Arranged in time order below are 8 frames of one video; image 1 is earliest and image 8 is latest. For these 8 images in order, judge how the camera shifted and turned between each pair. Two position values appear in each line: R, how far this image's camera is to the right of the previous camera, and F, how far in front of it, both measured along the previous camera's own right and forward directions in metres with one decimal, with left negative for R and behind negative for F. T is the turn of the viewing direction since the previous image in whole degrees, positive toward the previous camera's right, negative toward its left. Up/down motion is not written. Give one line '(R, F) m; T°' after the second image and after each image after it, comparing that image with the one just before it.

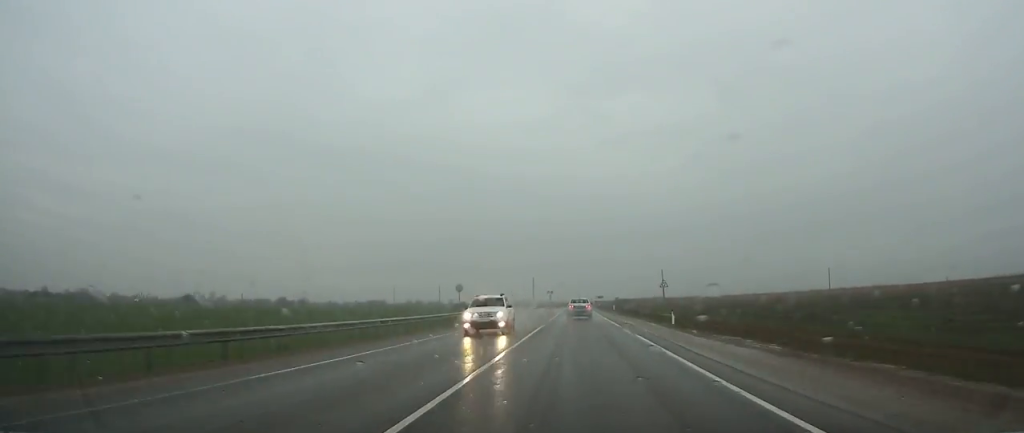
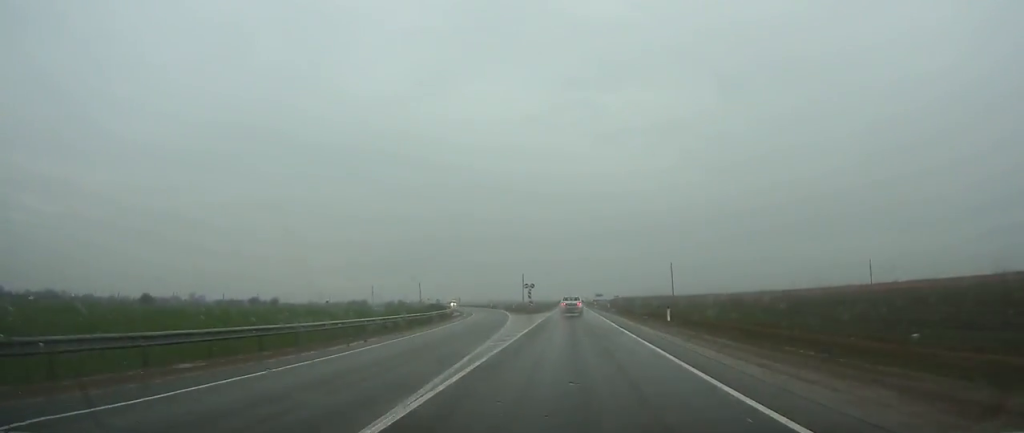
(+0.3, +49.7) m; +1°
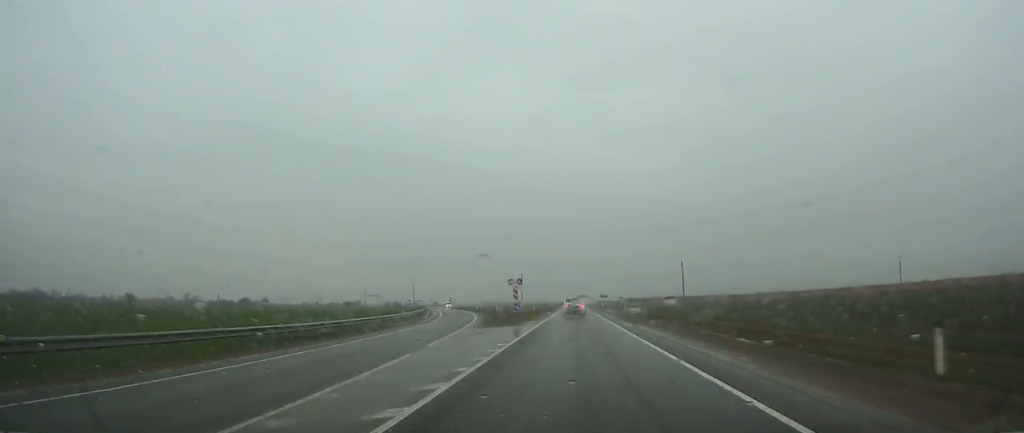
(0.0, +23.3) m; 0°
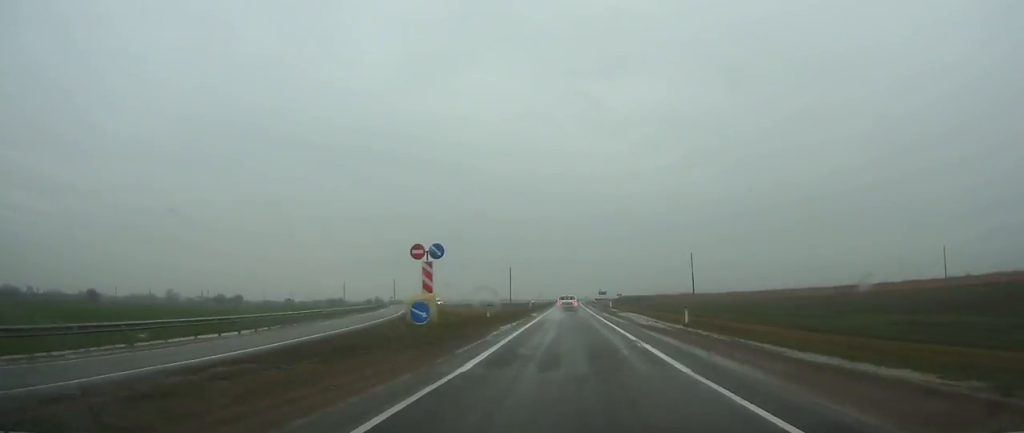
(0.0, +34.9) m; 0°
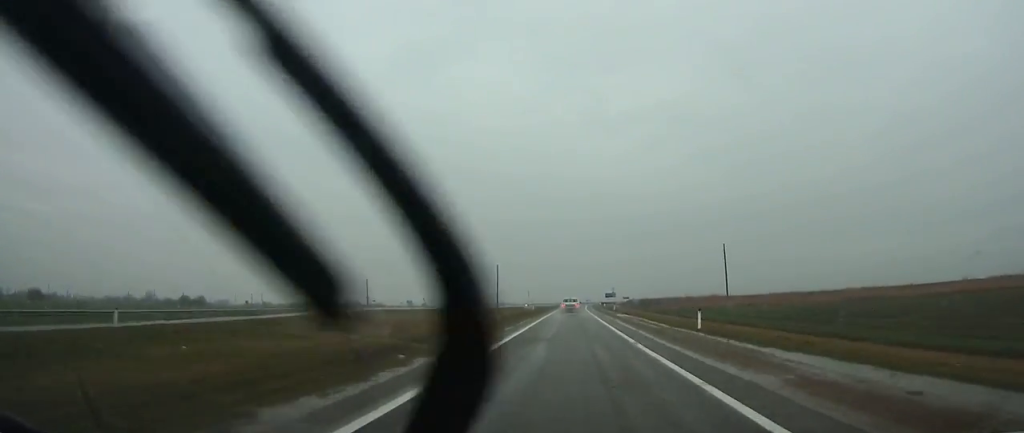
(+0.1, +53.6) m; 0°
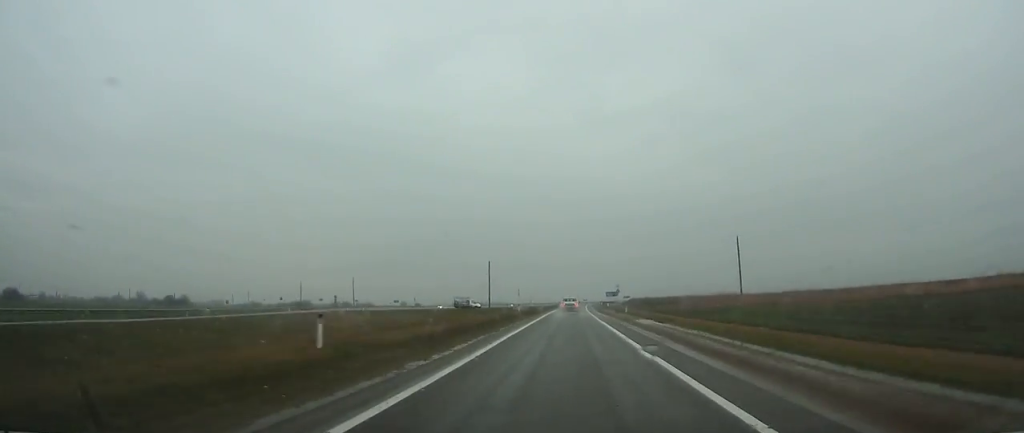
(+0.1, +18.7) m; 0°
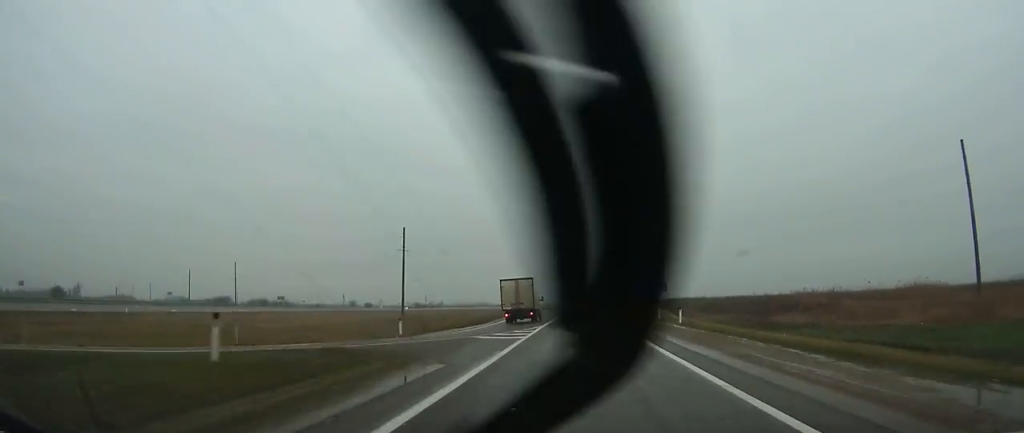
(+1.2, +111.6) m; +2°
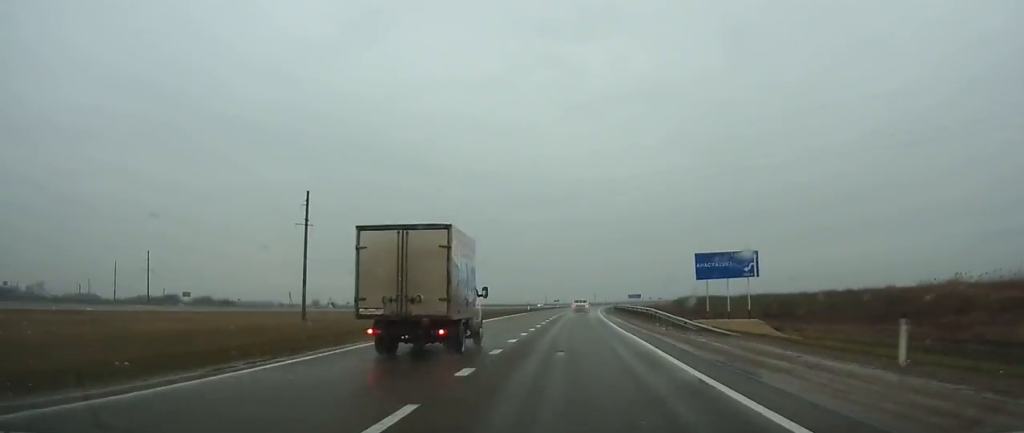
(+0.6, +43.0) m; +2°
